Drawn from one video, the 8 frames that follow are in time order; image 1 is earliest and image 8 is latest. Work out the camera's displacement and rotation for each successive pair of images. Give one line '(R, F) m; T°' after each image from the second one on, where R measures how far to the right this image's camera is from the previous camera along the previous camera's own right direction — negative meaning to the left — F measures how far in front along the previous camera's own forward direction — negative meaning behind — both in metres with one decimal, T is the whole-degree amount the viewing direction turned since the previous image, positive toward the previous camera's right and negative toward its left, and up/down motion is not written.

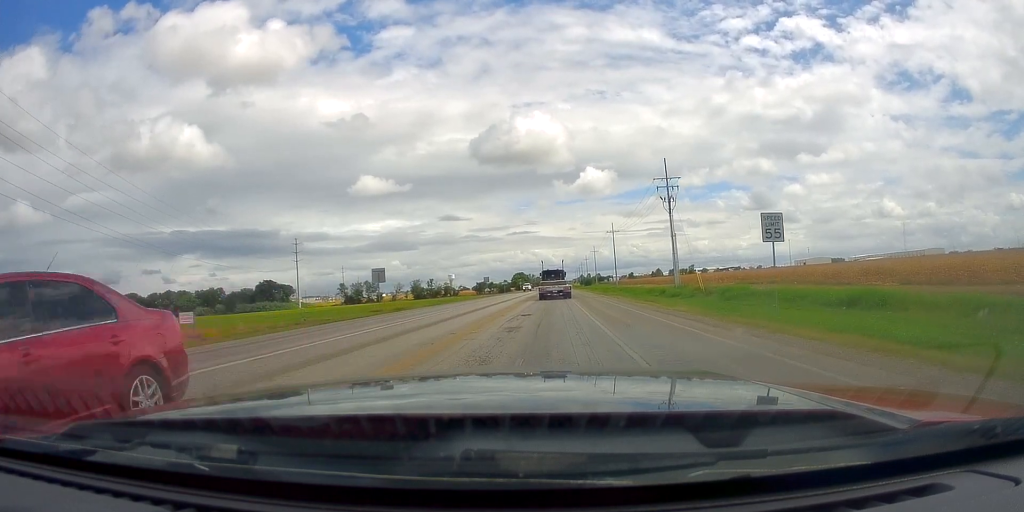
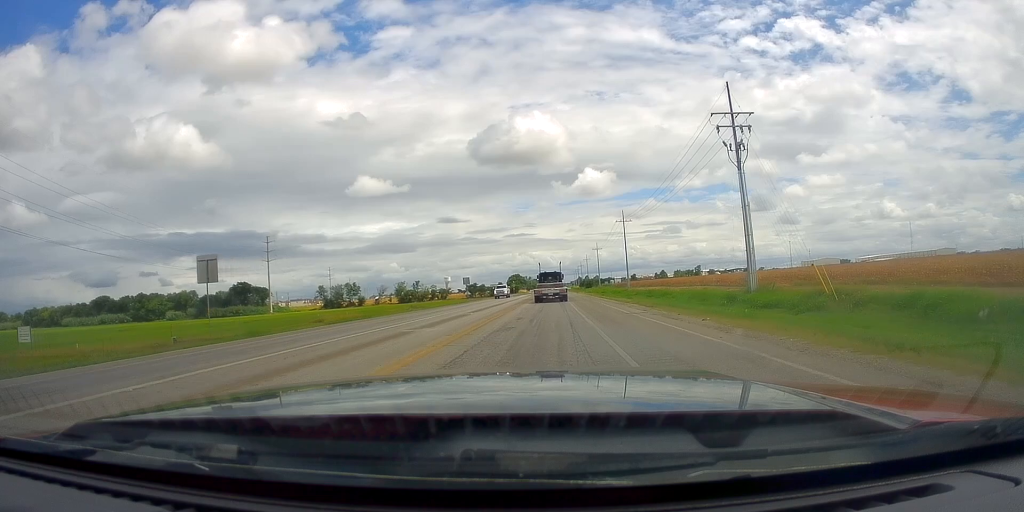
(0.0, +25.0) m; 0°
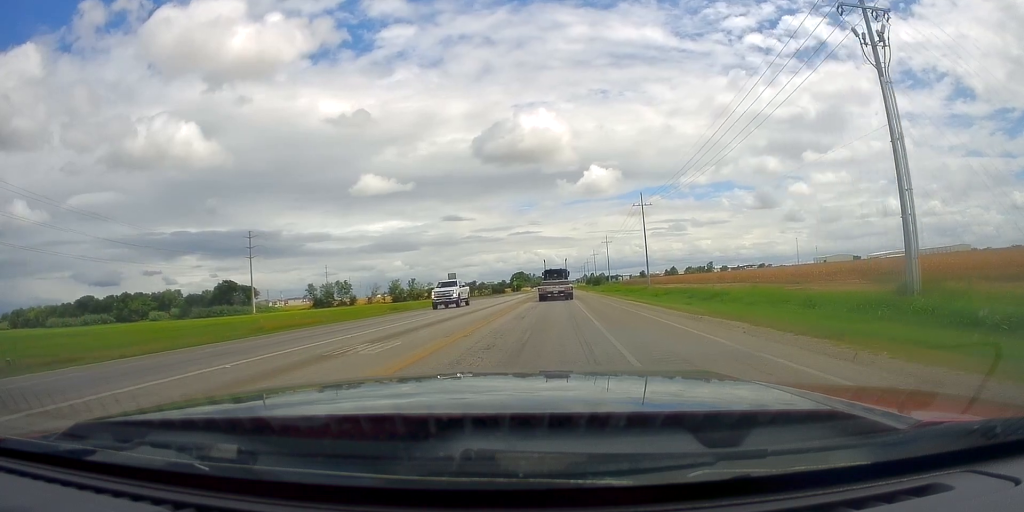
(0.0, +17.7) m; 0°
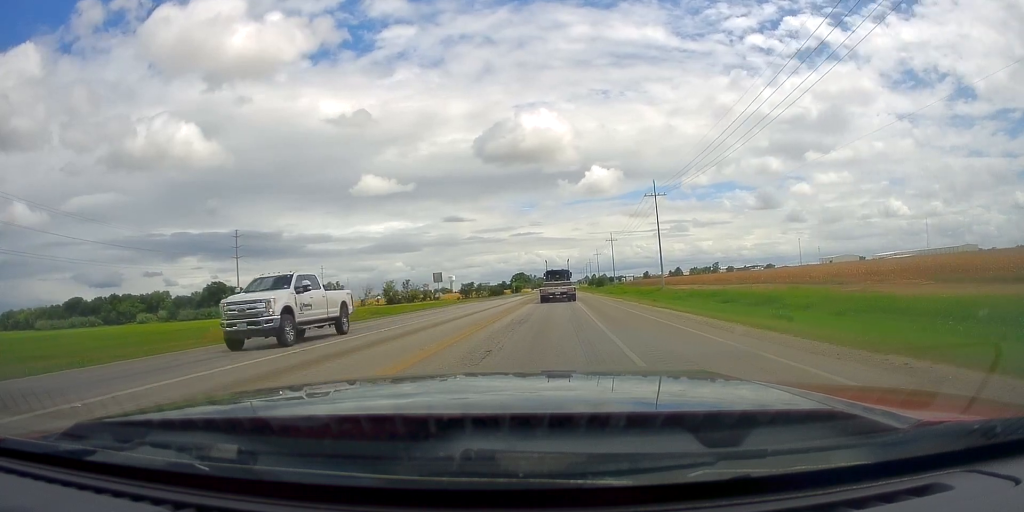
(0.0, +10.6) m; 0°
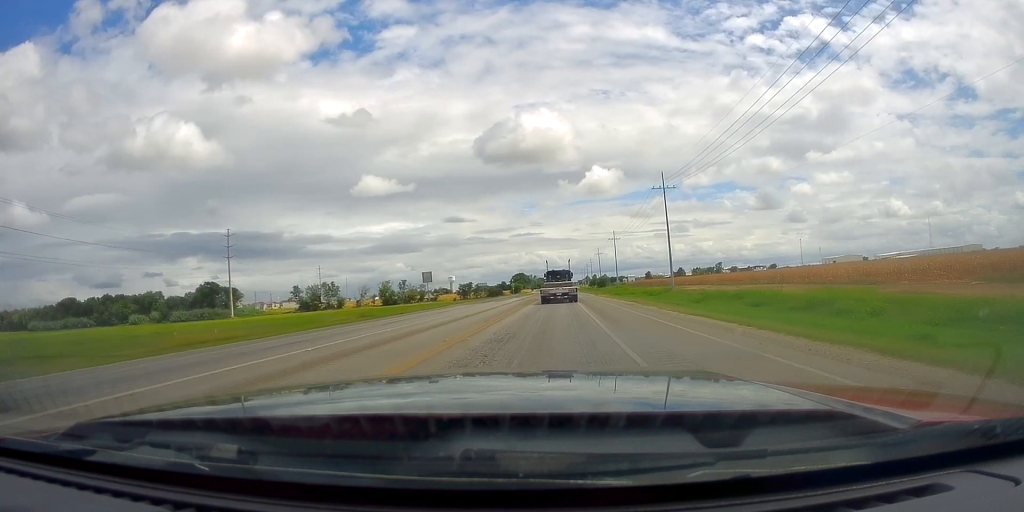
(0.0, +6.0) m; 0°
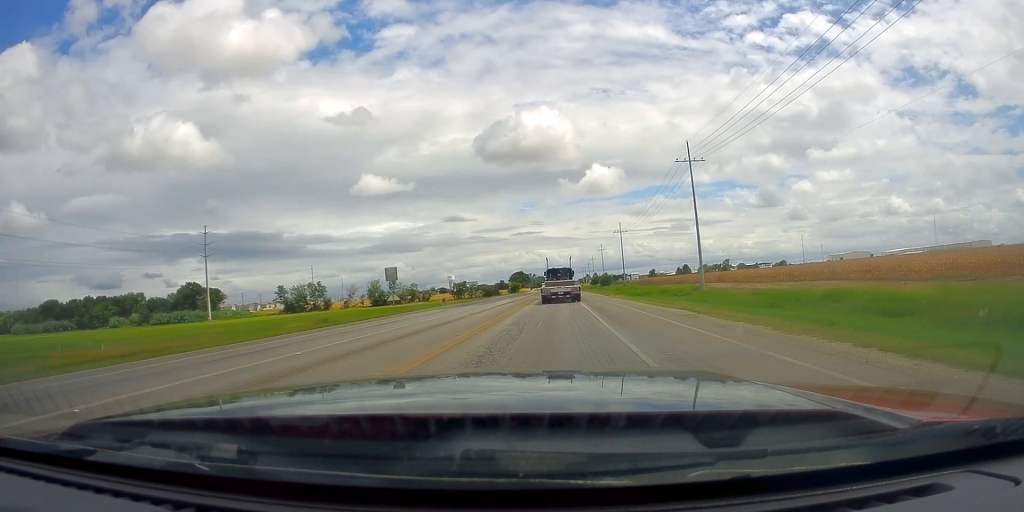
(0.0, +14.4) m; 0°
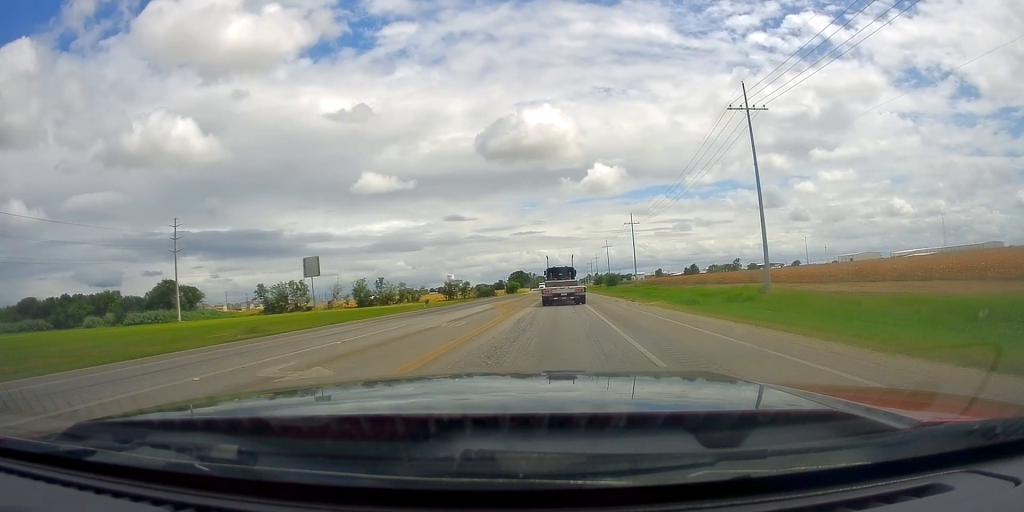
(0.0, +18.0) m; 0°
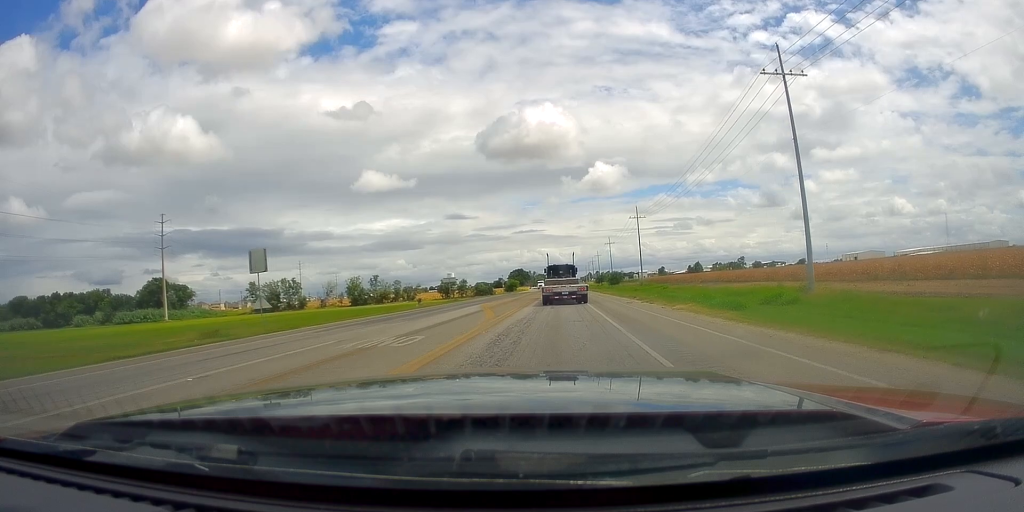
(0.0, +7.2) m; 0°
